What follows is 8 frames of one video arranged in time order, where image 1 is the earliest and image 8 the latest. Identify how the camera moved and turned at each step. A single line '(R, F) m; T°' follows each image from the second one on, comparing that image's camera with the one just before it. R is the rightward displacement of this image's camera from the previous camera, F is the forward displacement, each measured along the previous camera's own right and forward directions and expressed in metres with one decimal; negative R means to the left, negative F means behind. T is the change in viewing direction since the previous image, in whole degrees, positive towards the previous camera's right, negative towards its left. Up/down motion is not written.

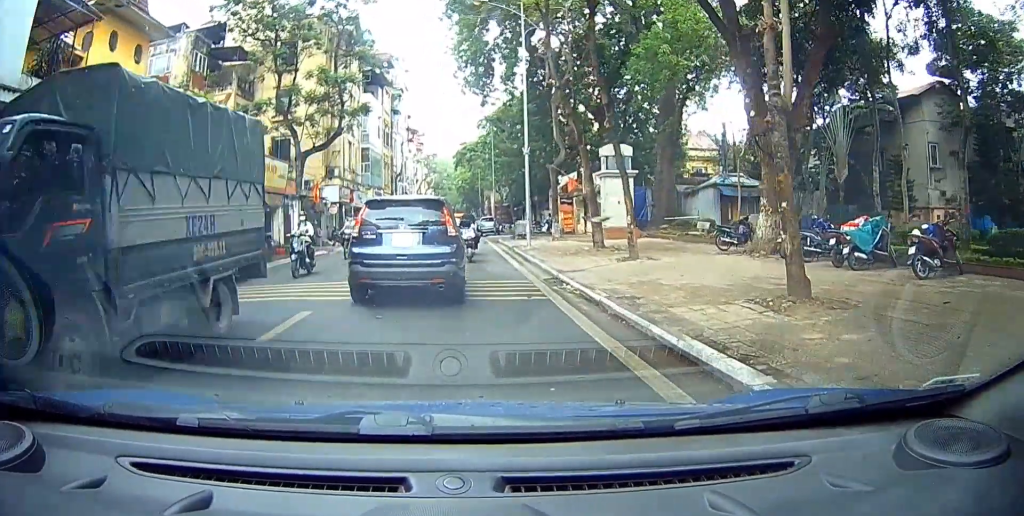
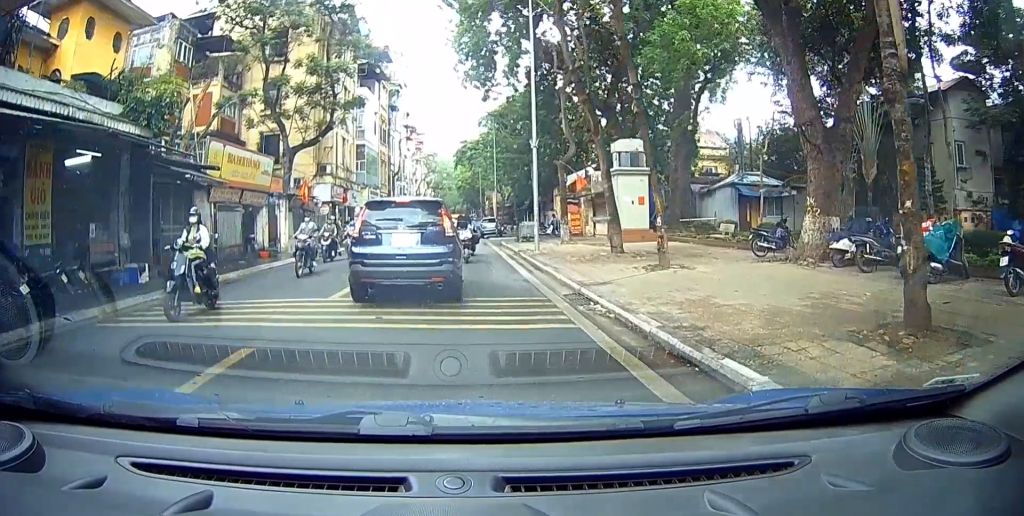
(0.0, +2.4) m; 0°
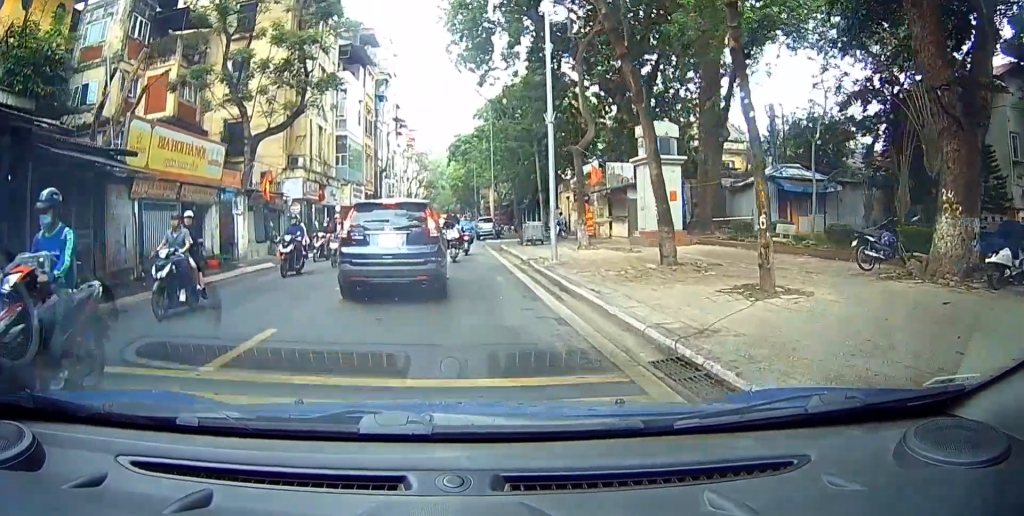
(0.0, +4.5) m; 0°
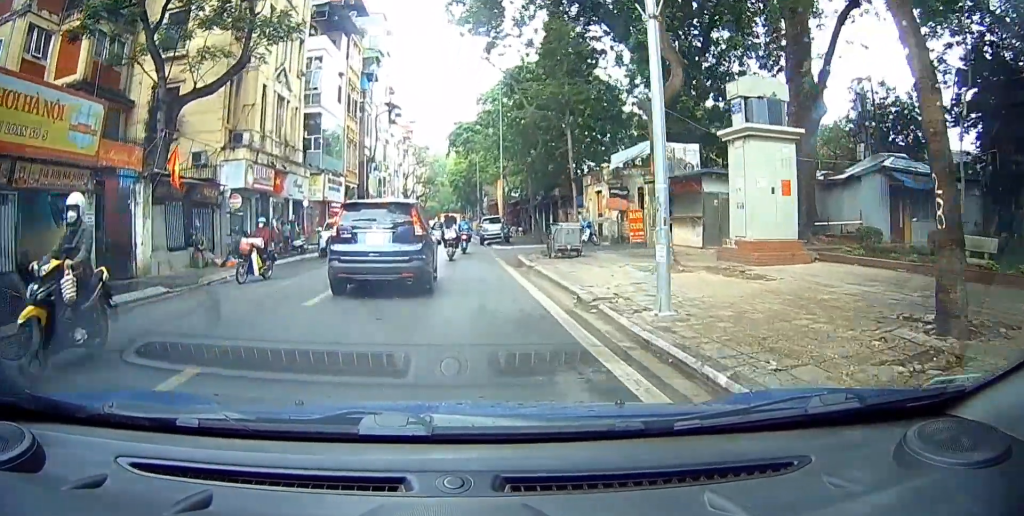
(0.0, +8.5) m; 0°
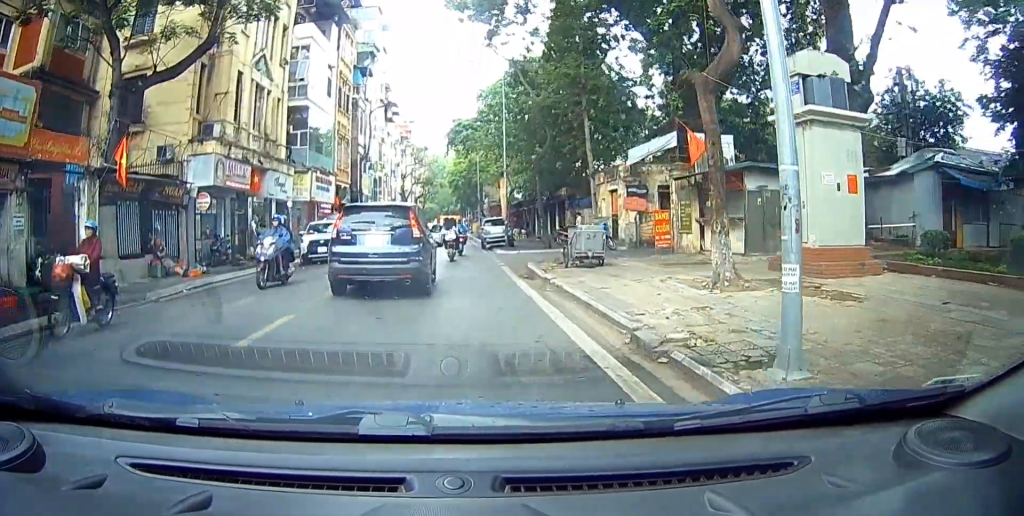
(0.0, +2.8) m; 0°
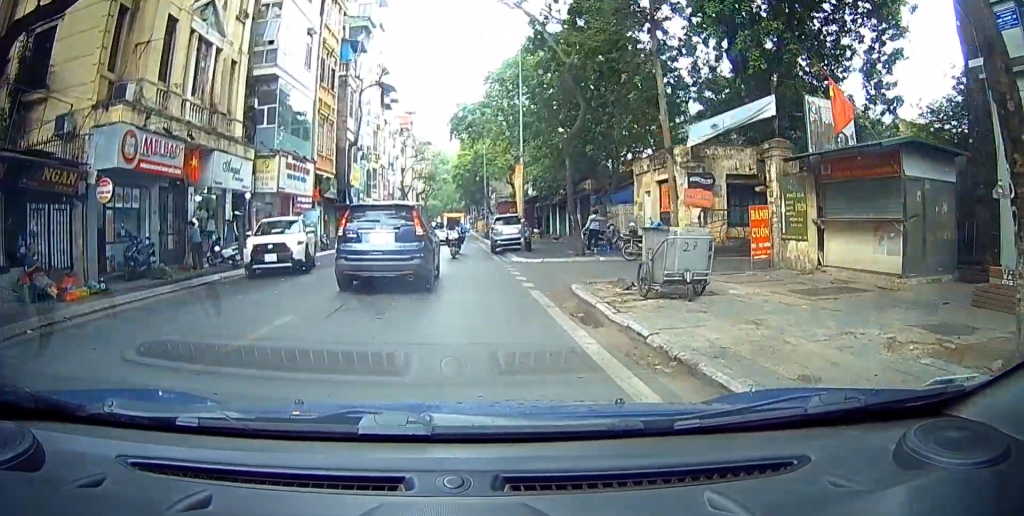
(0.0, +5.8) m; 0°
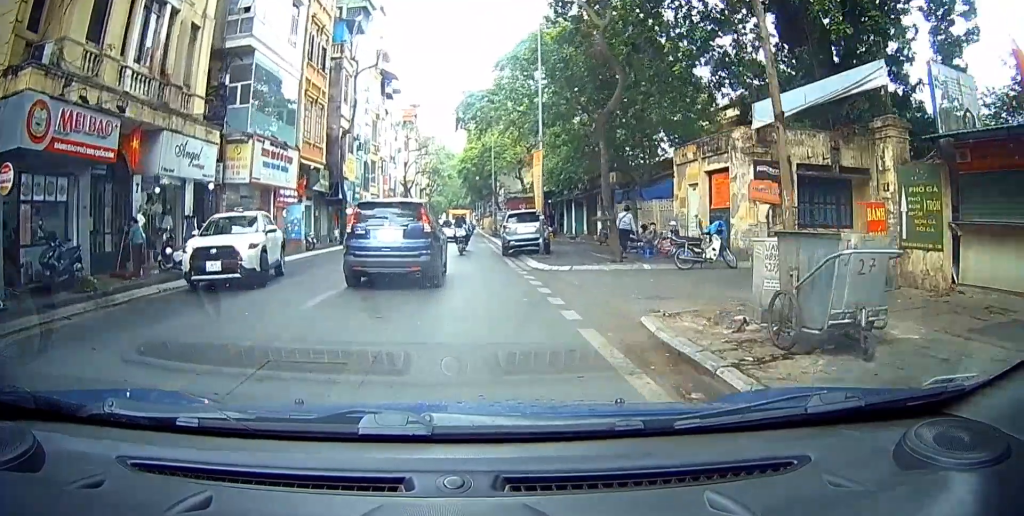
(0.0, +3.5) m; 0°
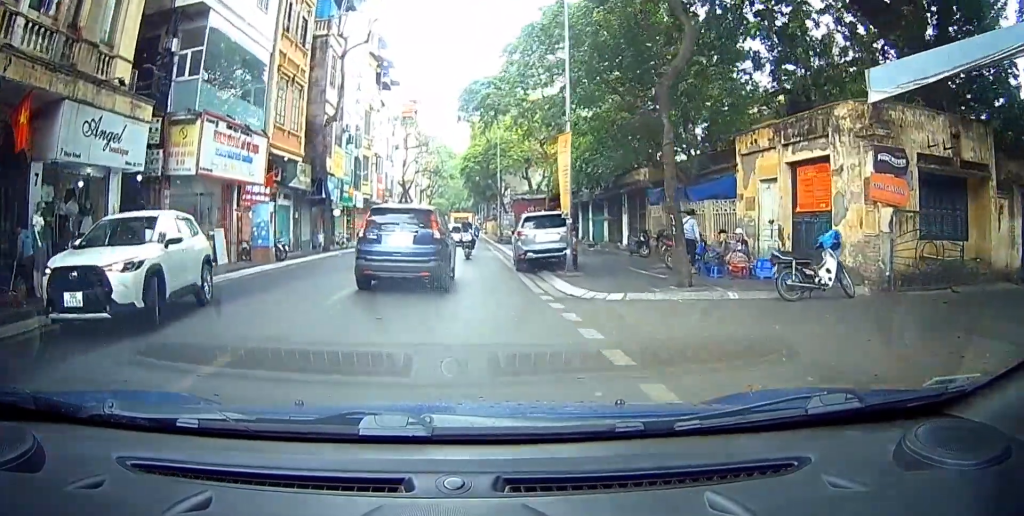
(0.0, +4.2) m; 0°
